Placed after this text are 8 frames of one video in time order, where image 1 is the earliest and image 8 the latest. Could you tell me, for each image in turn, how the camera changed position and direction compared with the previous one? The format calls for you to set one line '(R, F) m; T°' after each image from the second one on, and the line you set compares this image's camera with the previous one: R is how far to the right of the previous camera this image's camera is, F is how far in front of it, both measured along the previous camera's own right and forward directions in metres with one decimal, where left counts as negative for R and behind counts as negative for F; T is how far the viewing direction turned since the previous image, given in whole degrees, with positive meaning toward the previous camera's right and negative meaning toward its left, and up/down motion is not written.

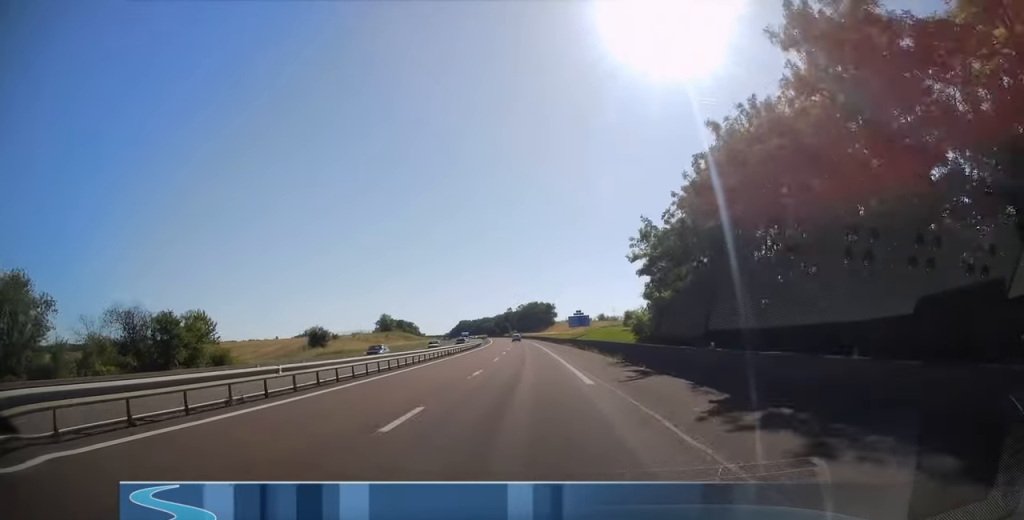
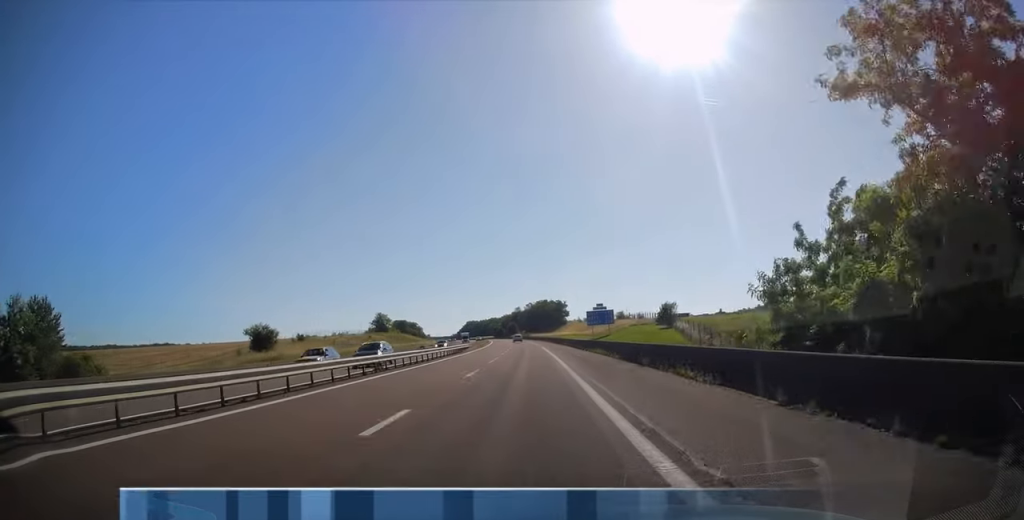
(-0.5, +26.4) m; -2°
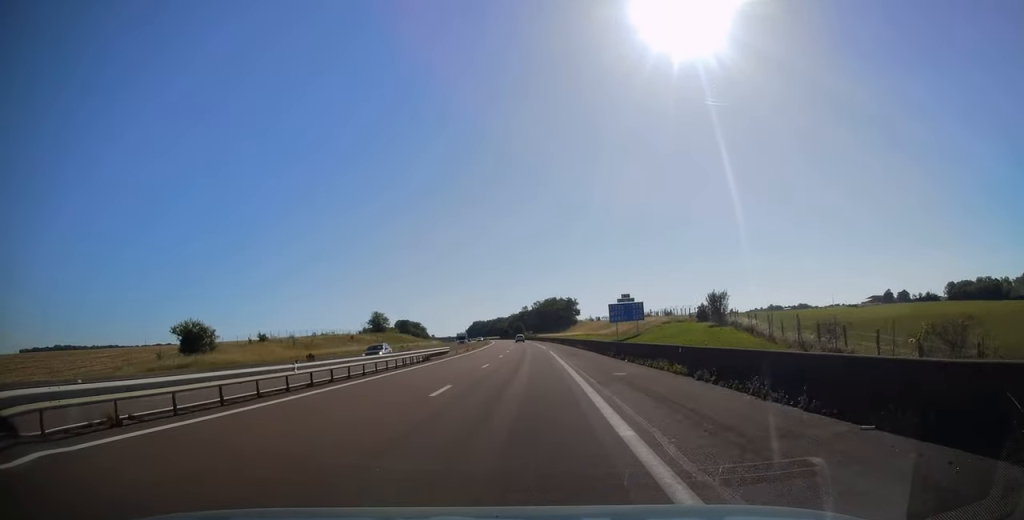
(-0.5, +20.2) m; -1°
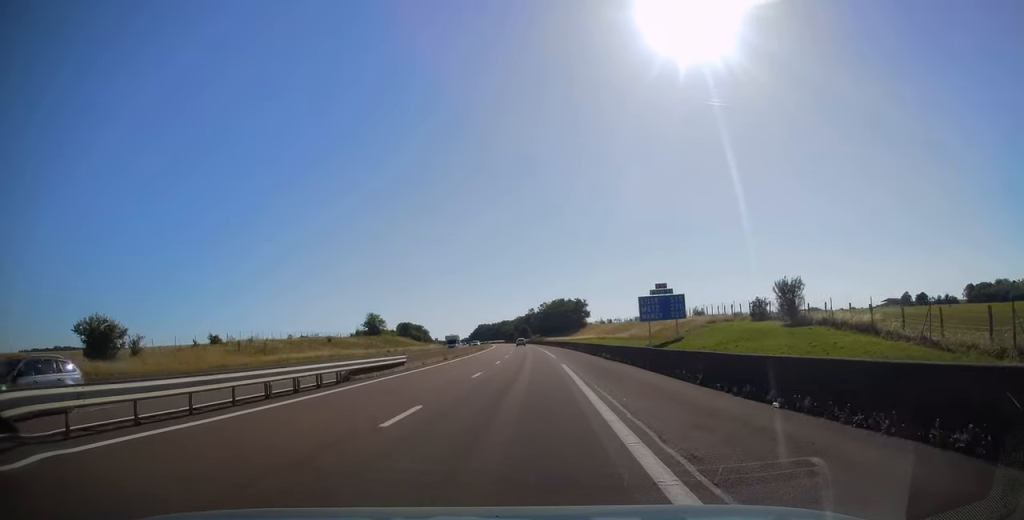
(+0.1, +17.6) m; 0°
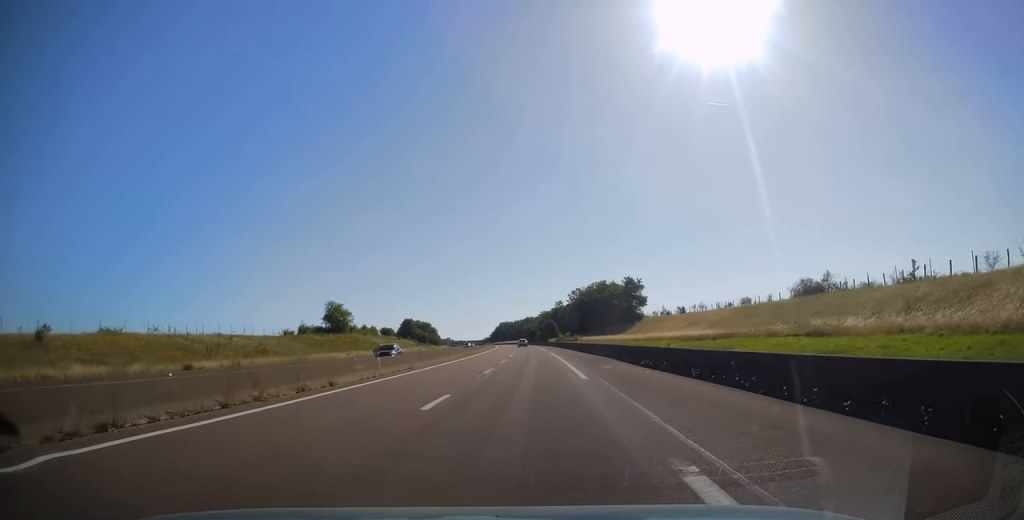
(-1.9, +75.8) m; -2°
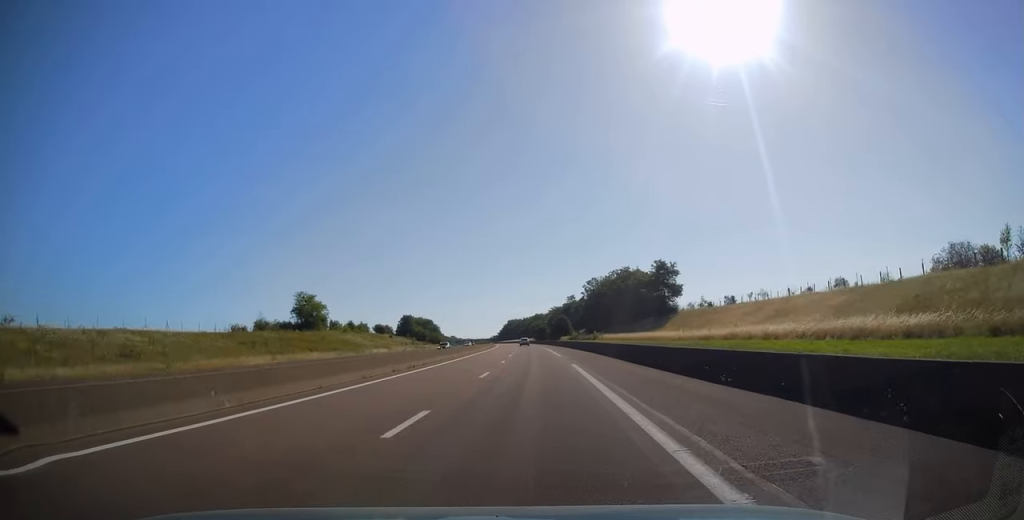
(0.0, +29.3) m; -1°
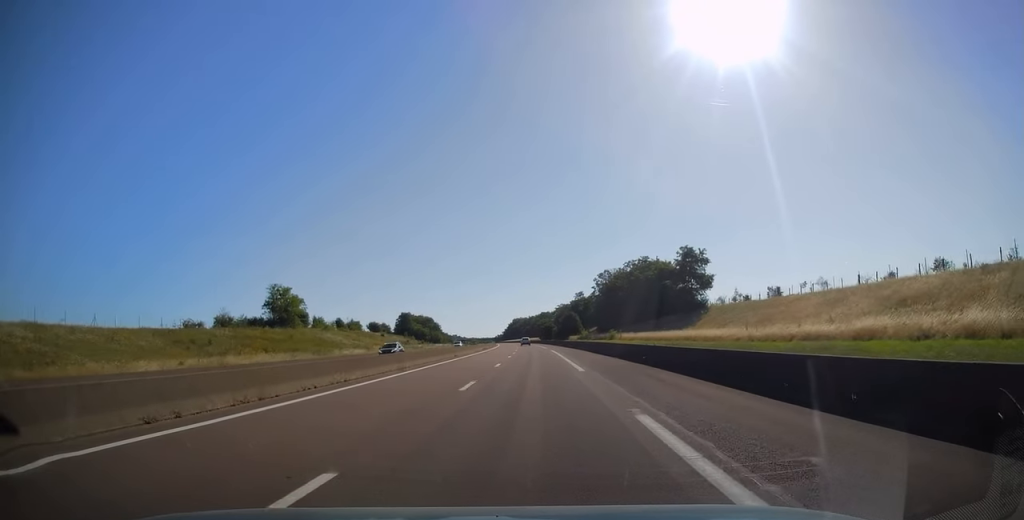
(-0.2, +18.5) m; -1°
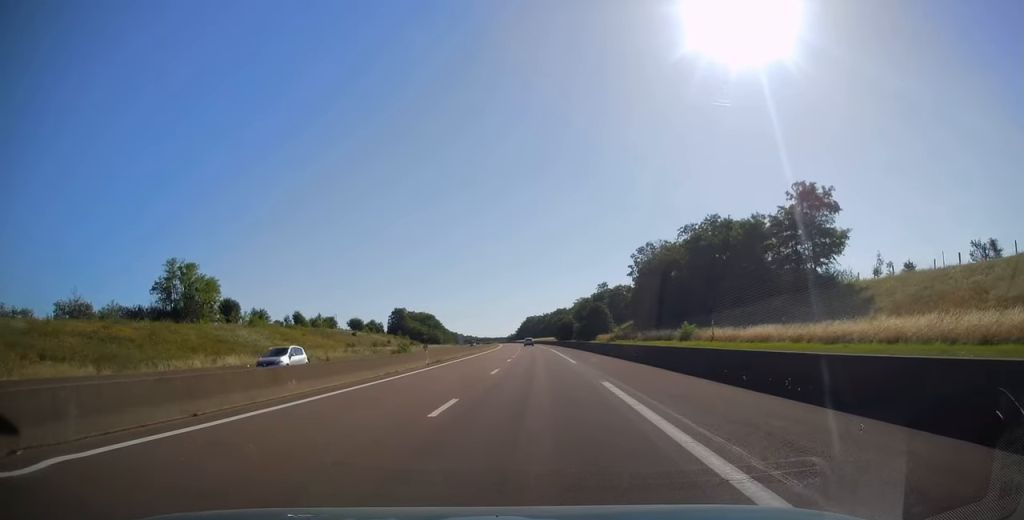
(-0.9, +44.2) m; -2°
